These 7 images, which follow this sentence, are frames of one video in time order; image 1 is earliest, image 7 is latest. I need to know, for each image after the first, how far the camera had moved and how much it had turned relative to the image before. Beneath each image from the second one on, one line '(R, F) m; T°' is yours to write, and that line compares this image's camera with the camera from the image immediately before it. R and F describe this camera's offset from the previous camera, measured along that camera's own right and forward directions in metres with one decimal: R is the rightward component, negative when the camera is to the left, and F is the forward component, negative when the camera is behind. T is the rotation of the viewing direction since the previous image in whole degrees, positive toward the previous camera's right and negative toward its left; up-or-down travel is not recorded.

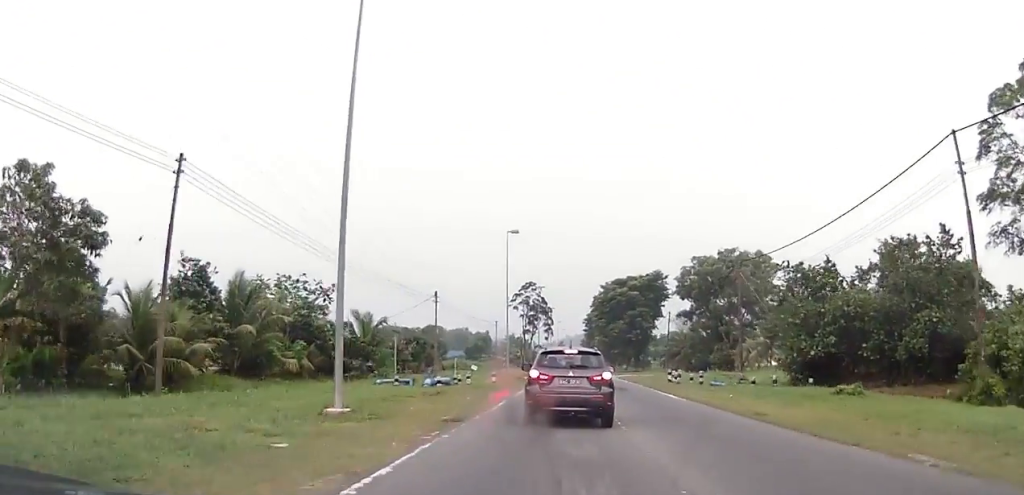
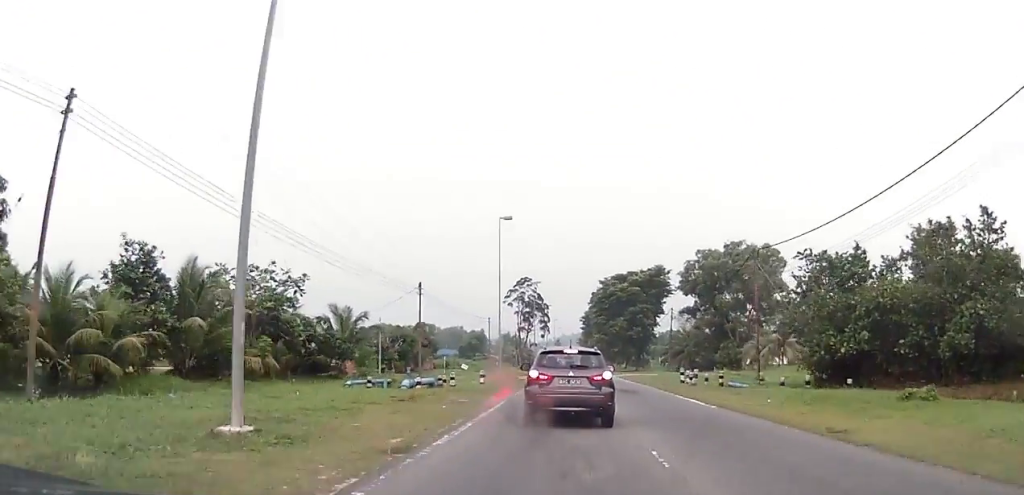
(-0.1, +5.5) m; 0°
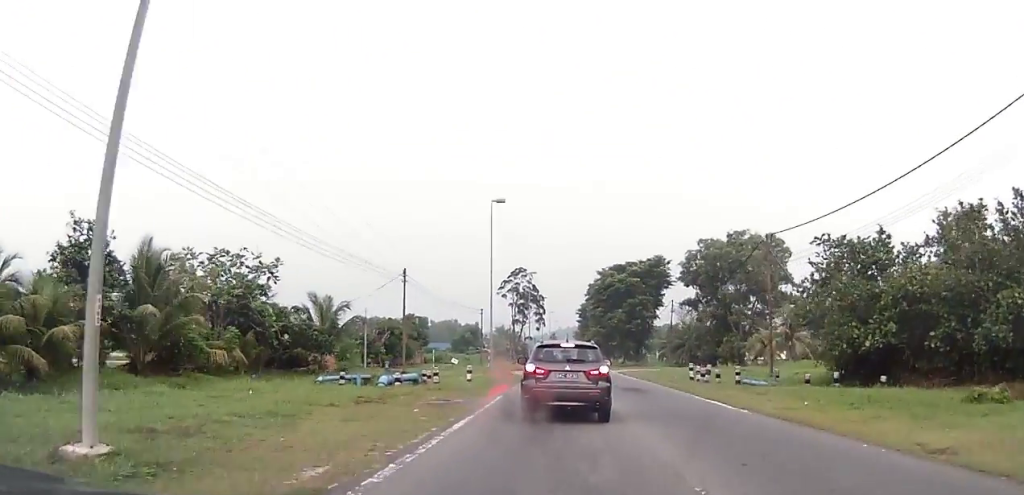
(0.0, +3.8) m; +1°
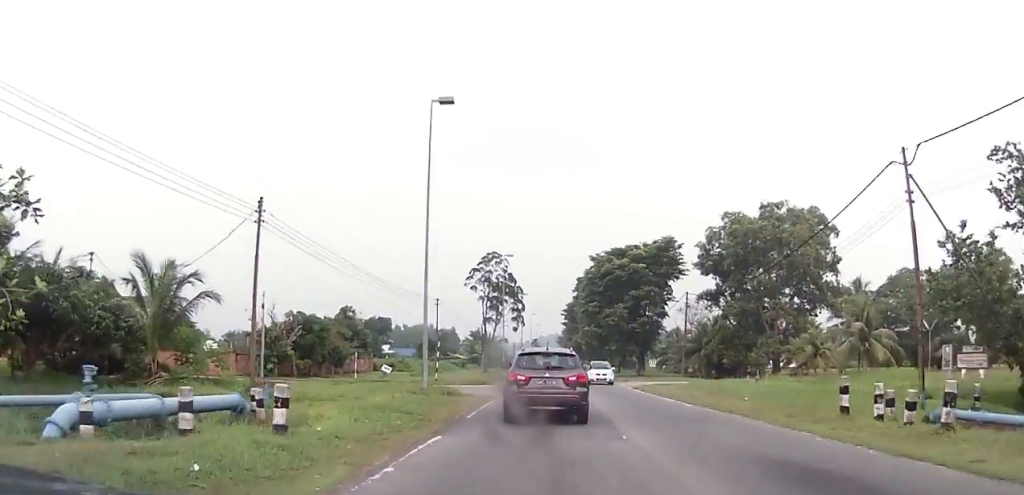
(+0.7, +21.0) m; 0°
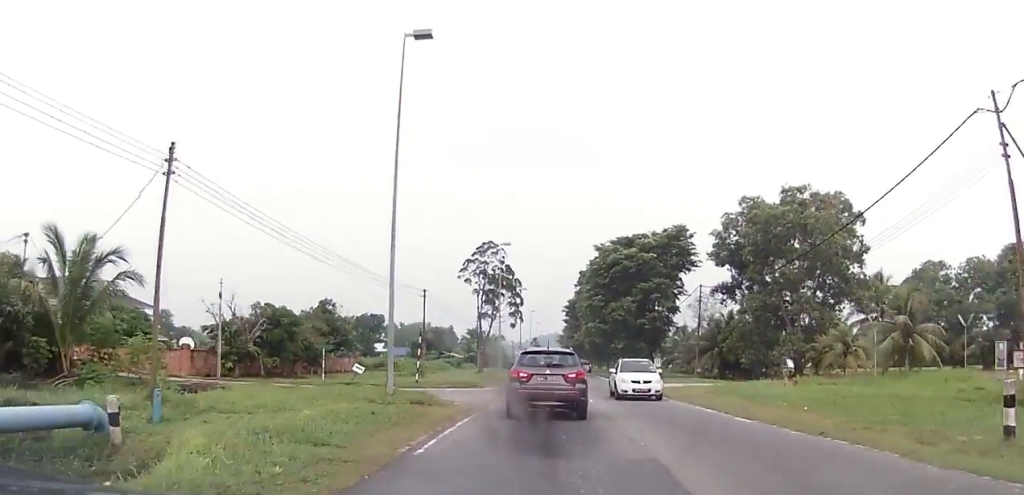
(0.0, +6.1) m; +2°
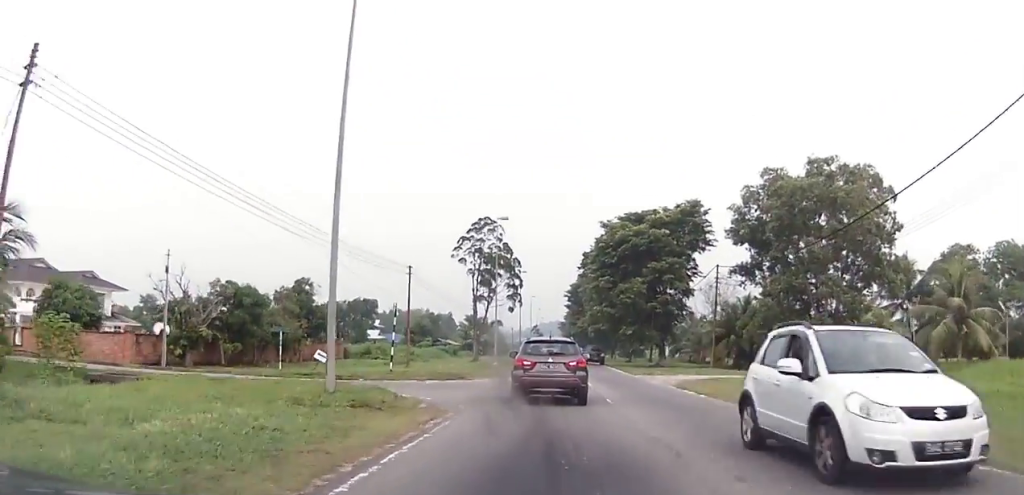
(+0.2, +5.9) m; 0°
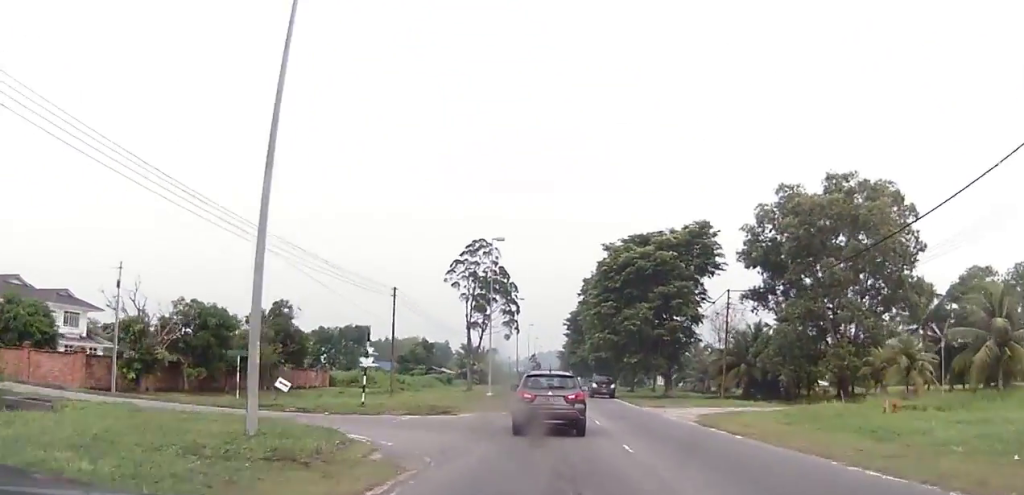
(+0.1, +3.9) m; 0°
